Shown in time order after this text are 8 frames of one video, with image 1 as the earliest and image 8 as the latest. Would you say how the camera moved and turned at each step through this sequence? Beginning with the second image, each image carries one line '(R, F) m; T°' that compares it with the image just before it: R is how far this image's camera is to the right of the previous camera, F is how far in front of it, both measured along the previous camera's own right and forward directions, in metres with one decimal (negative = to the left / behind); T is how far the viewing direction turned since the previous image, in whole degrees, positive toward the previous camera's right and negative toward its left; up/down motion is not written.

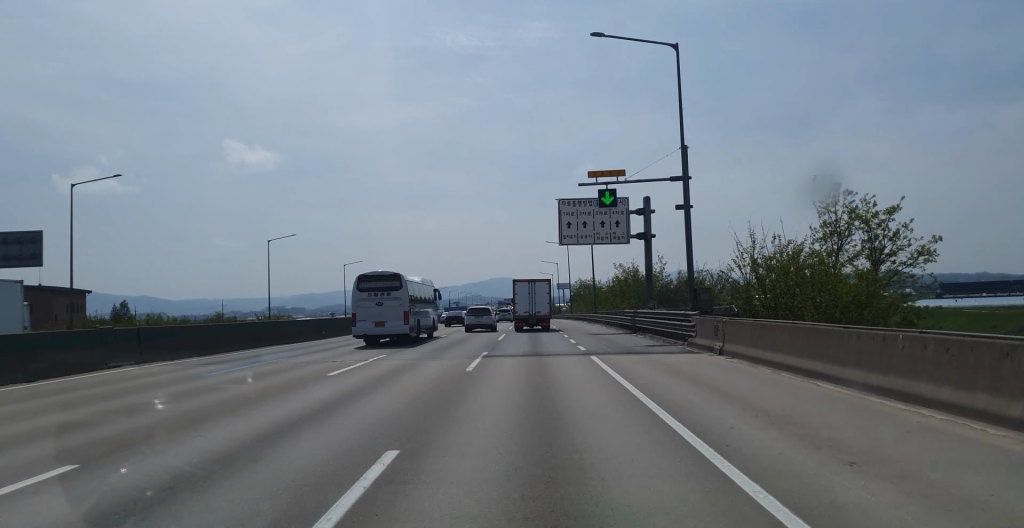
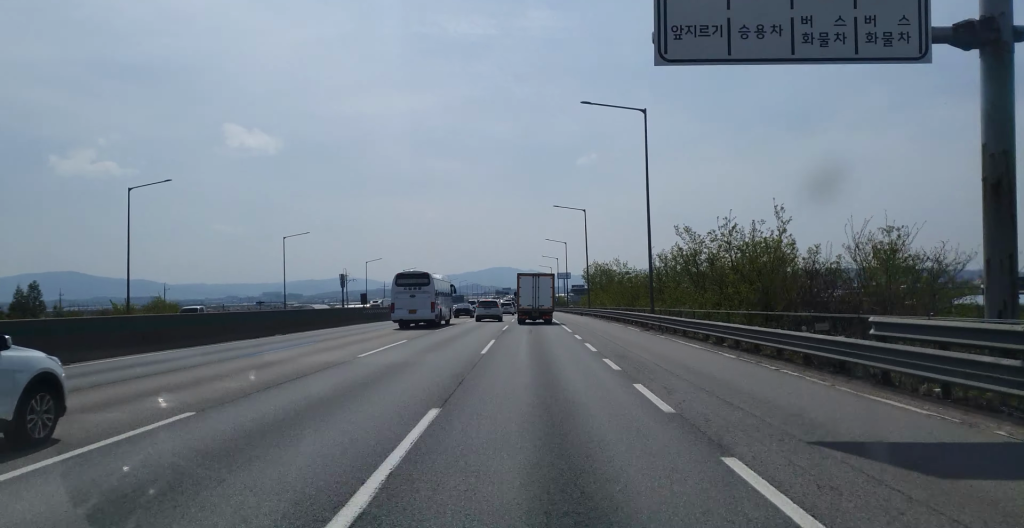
(-0.3, +35.7) m; +1°
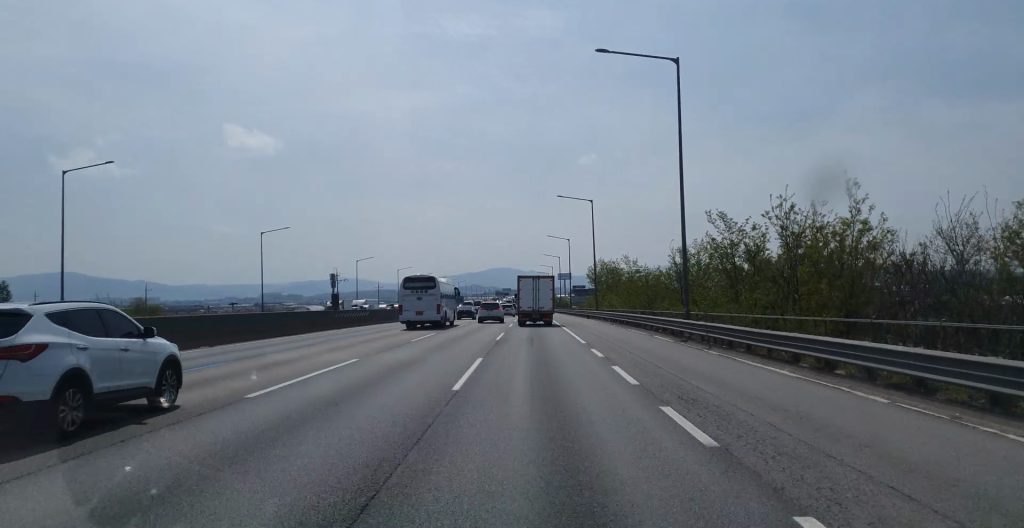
(0.0, +8.6) m; +1°
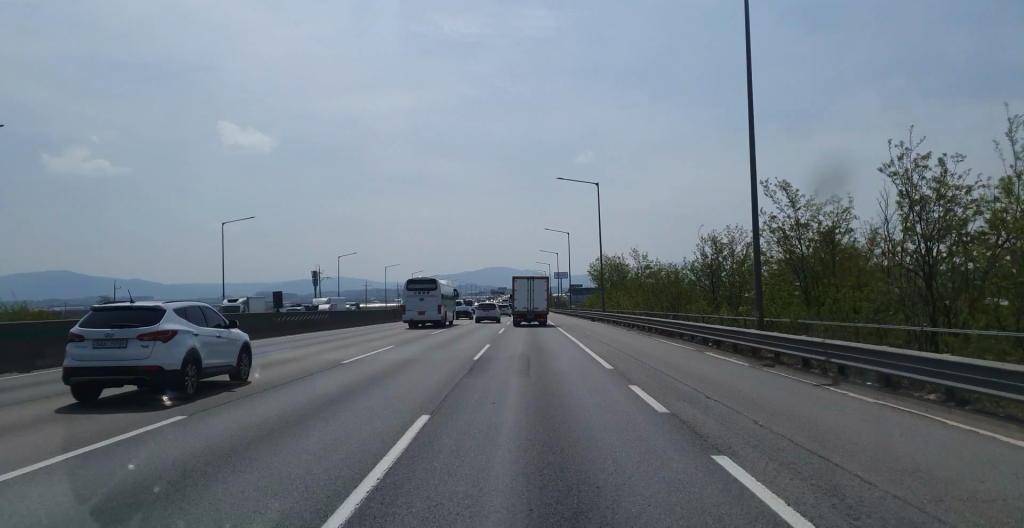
(+0.2, +11.2) m; 0°
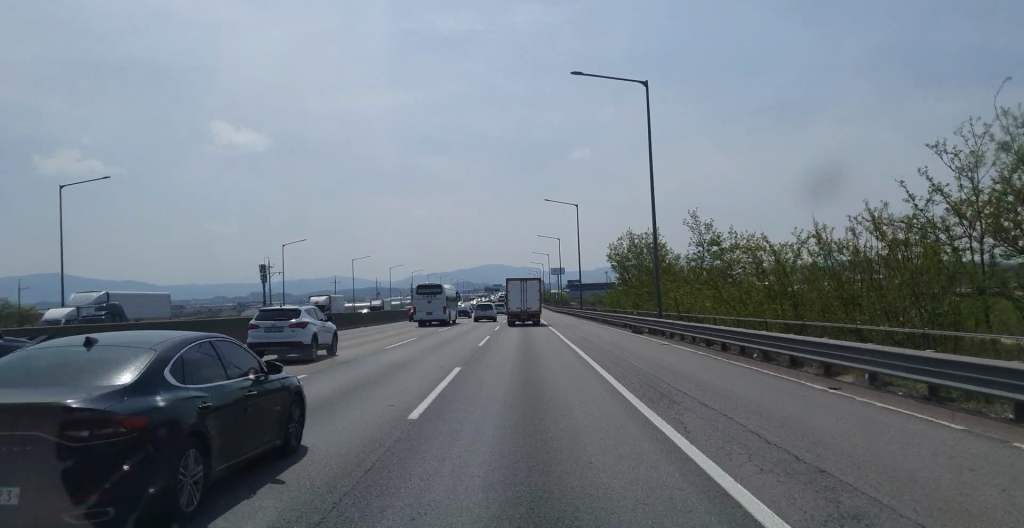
(-0.2, +30.9) m; -1°
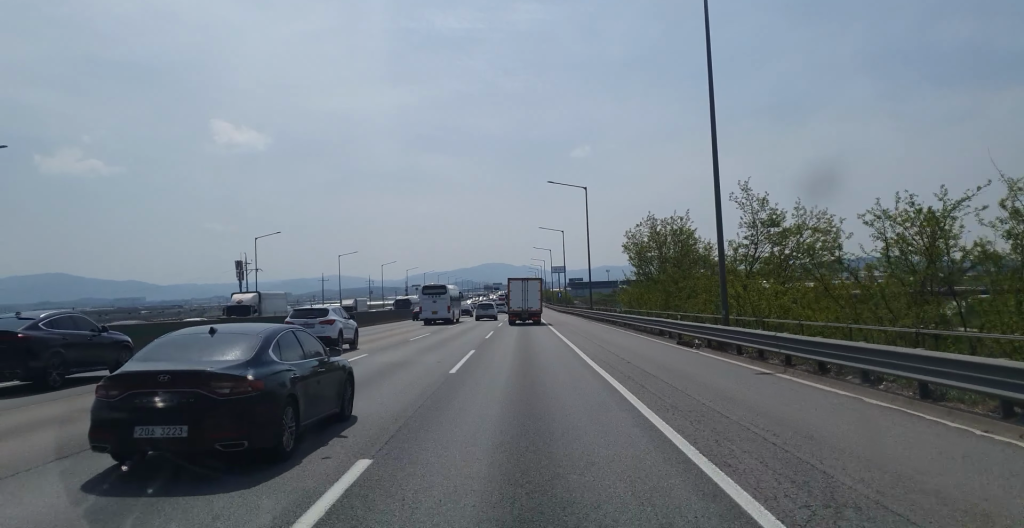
(0.0, +11.9) m; -1°
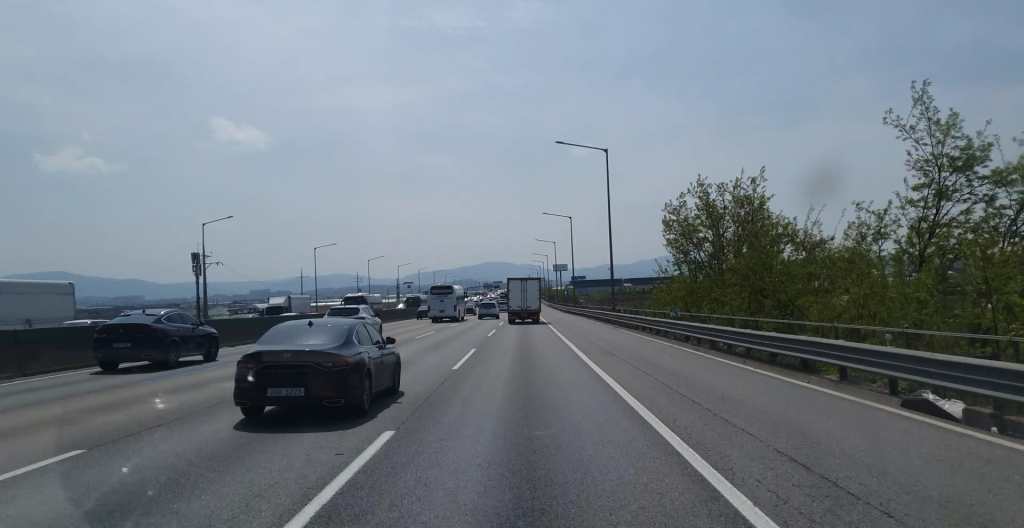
(-0.2, +17.2) m; 0°
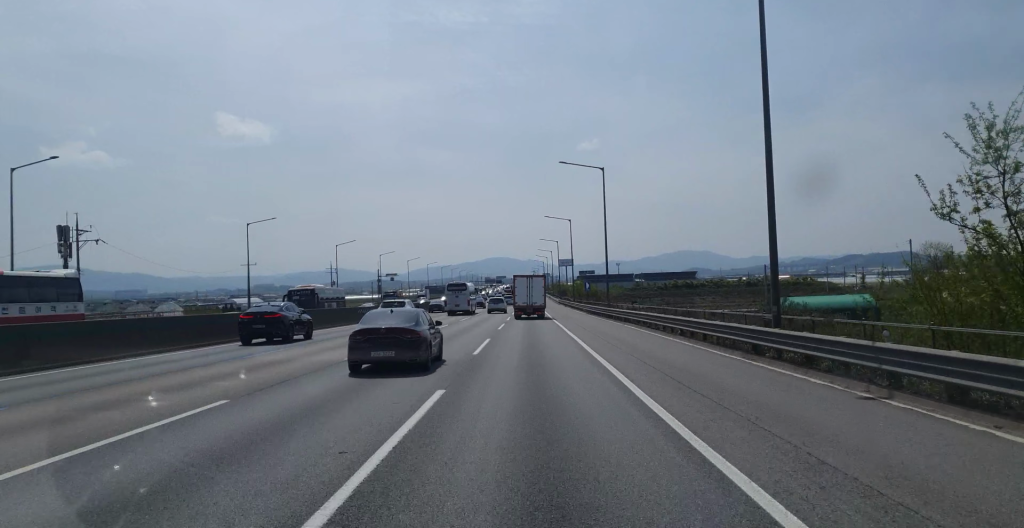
(+0.1, +32.8) m; 0°
